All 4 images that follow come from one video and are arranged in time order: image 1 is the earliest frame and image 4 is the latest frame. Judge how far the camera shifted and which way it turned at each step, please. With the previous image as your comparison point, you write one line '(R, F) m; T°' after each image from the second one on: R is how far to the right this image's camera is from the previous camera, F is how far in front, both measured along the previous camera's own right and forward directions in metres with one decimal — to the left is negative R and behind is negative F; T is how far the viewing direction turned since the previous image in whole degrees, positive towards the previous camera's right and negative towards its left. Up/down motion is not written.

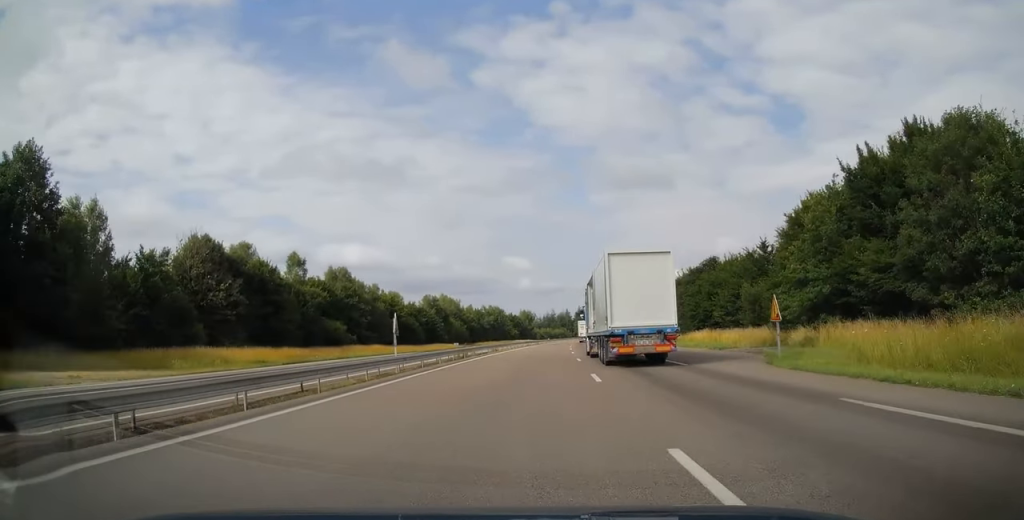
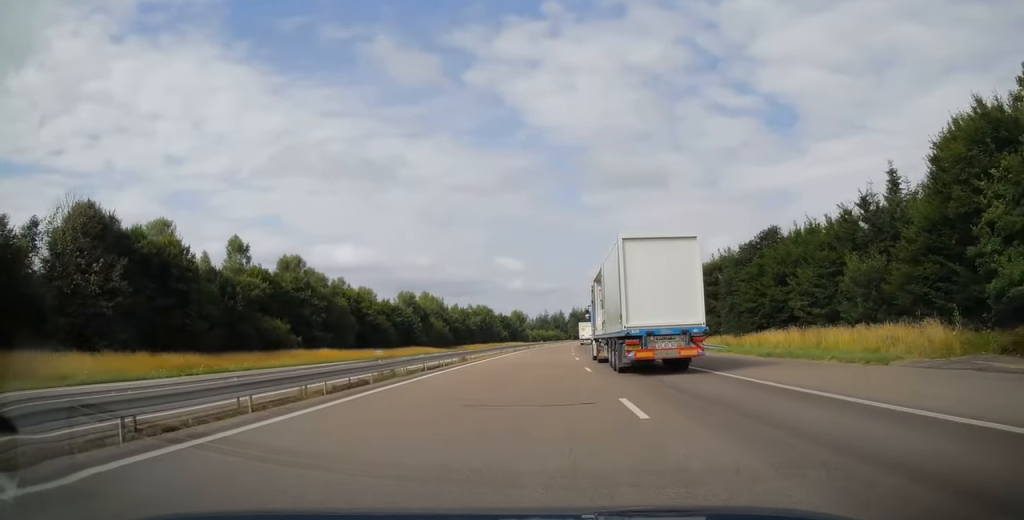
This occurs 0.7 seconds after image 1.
(+0.1, +20.1) m; +1°
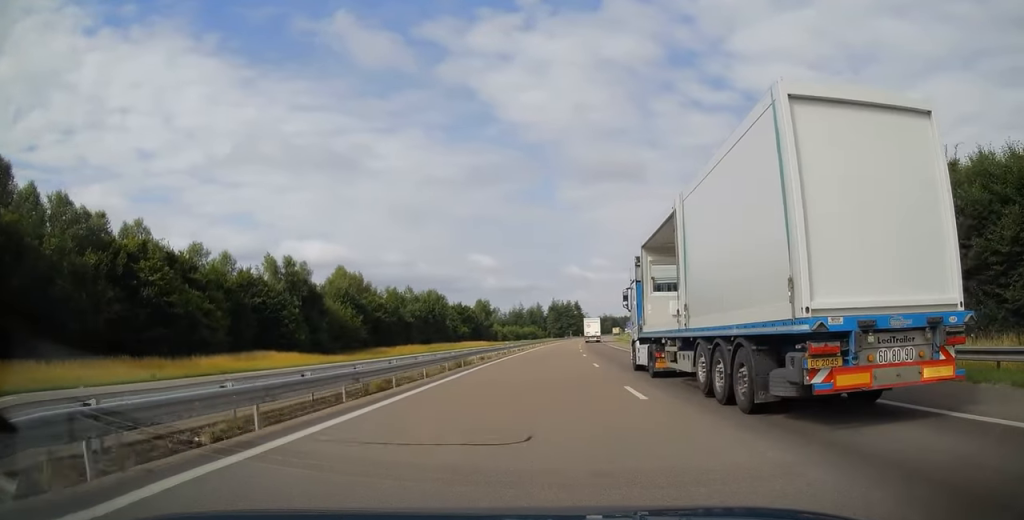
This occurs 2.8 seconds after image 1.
(+1.0, +62.0) m; +3°
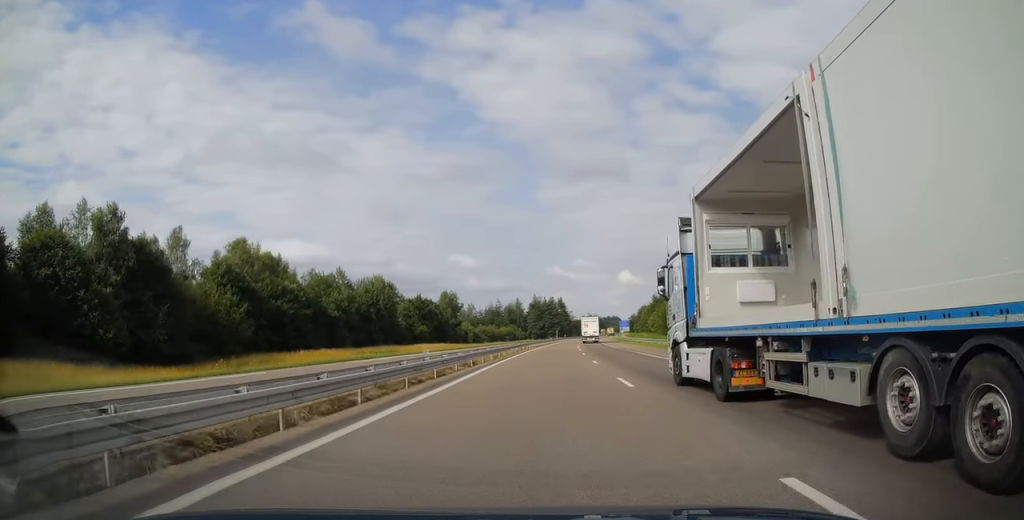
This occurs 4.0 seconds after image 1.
(+0.8, +36.4) m; +2°
